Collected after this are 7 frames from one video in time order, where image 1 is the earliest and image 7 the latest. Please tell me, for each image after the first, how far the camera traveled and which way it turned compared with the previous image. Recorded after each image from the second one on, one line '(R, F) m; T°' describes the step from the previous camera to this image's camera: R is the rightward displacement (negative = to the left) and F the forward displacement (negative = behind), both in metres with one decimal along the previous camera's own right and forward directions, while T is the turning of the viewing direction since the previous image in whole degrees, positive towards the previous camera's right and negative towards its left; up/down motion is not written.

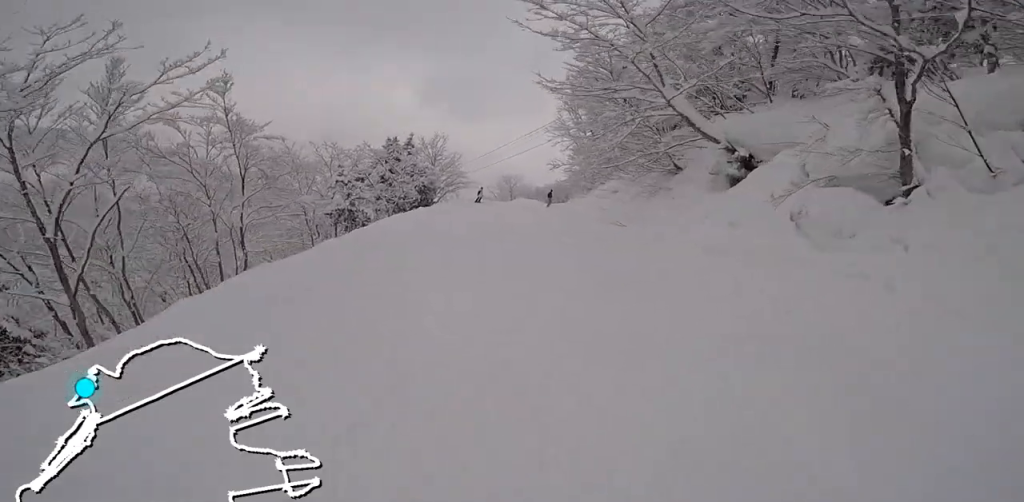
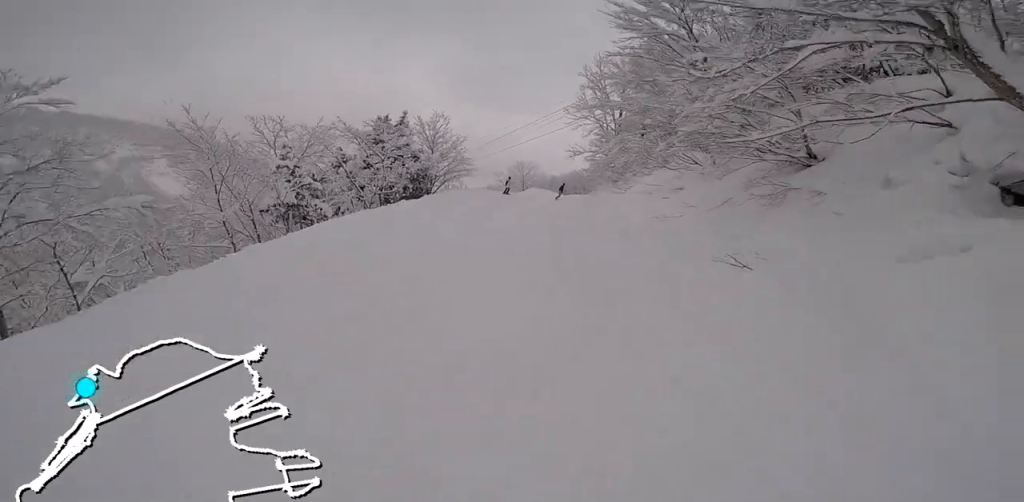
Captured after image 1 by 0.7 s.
(0.0, +5.4) m; 0°
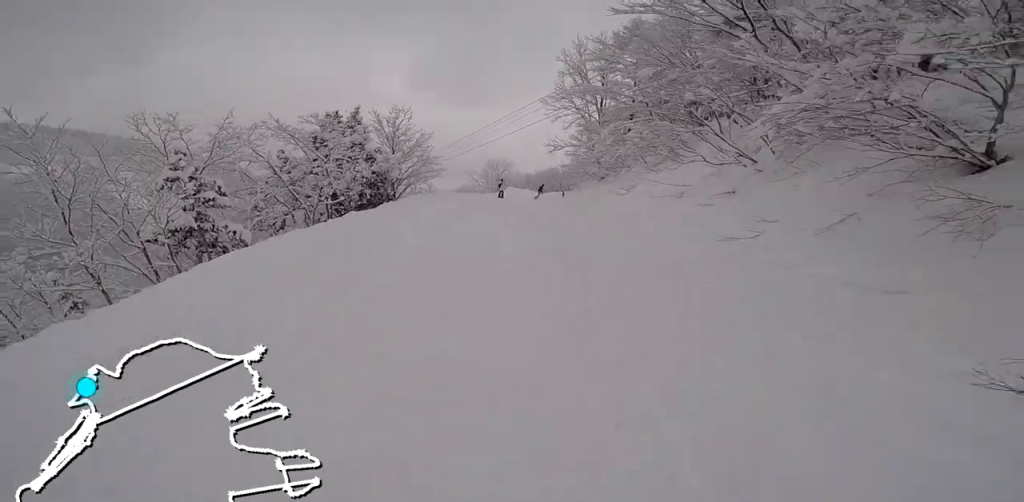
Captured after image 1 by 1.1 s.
(0.0, +3.5) m; 0°
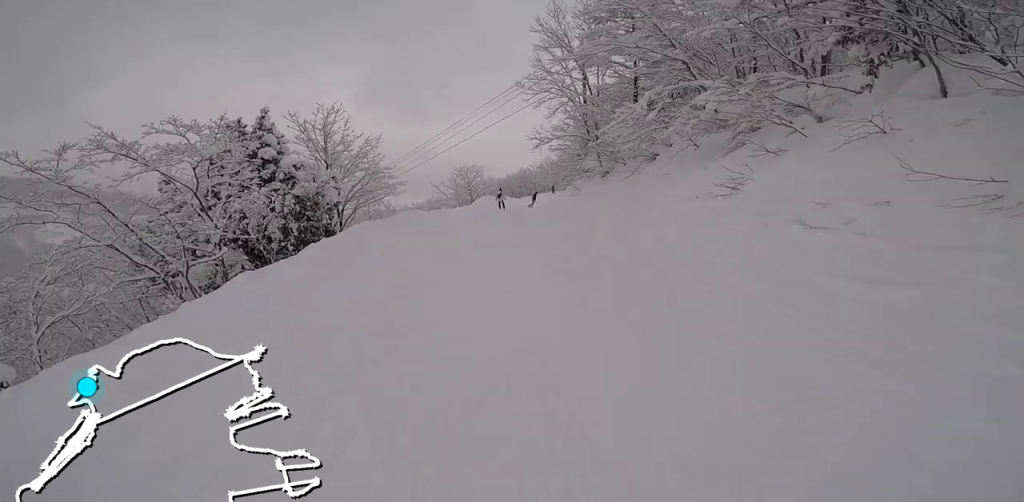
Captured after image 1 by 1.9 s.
(0.0, +6.3) m; 0°
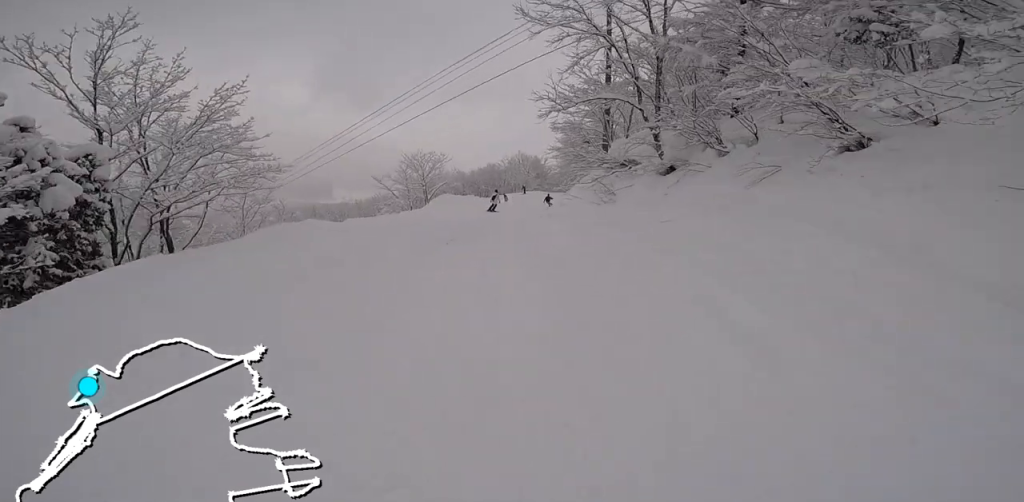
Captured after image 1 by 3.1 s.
(+0.2, +9.8) m; +10°
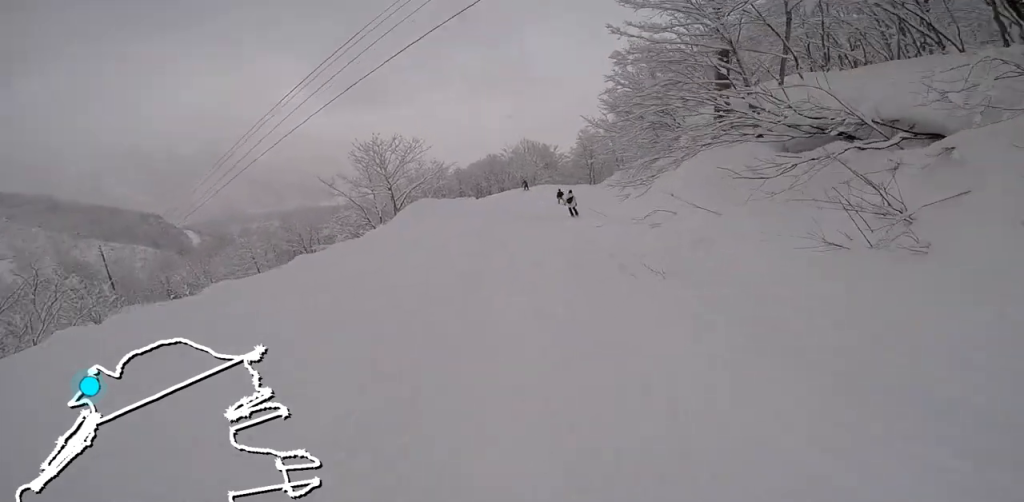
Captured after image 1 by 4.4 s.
(+0.9, +9.5) m; +5°
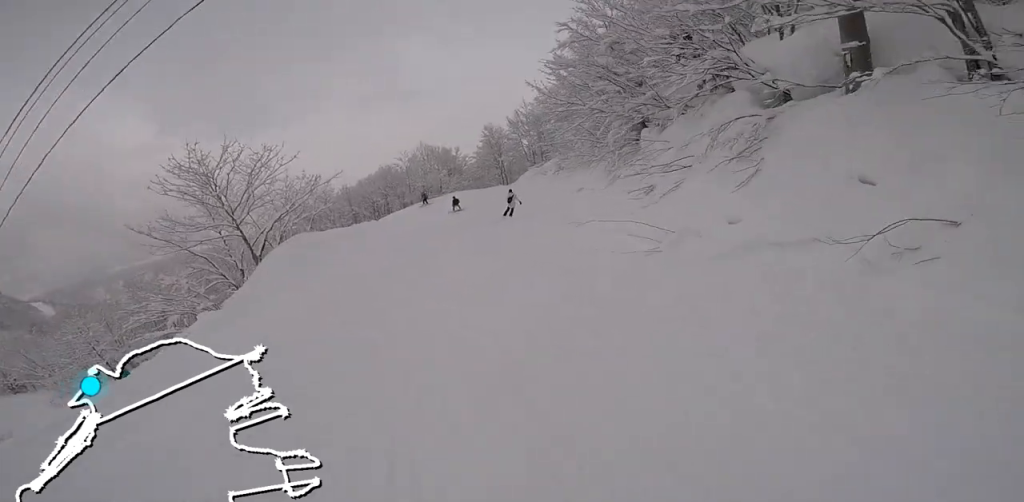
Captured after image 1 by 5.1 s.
(-1.1, +5.5) m; +9°
